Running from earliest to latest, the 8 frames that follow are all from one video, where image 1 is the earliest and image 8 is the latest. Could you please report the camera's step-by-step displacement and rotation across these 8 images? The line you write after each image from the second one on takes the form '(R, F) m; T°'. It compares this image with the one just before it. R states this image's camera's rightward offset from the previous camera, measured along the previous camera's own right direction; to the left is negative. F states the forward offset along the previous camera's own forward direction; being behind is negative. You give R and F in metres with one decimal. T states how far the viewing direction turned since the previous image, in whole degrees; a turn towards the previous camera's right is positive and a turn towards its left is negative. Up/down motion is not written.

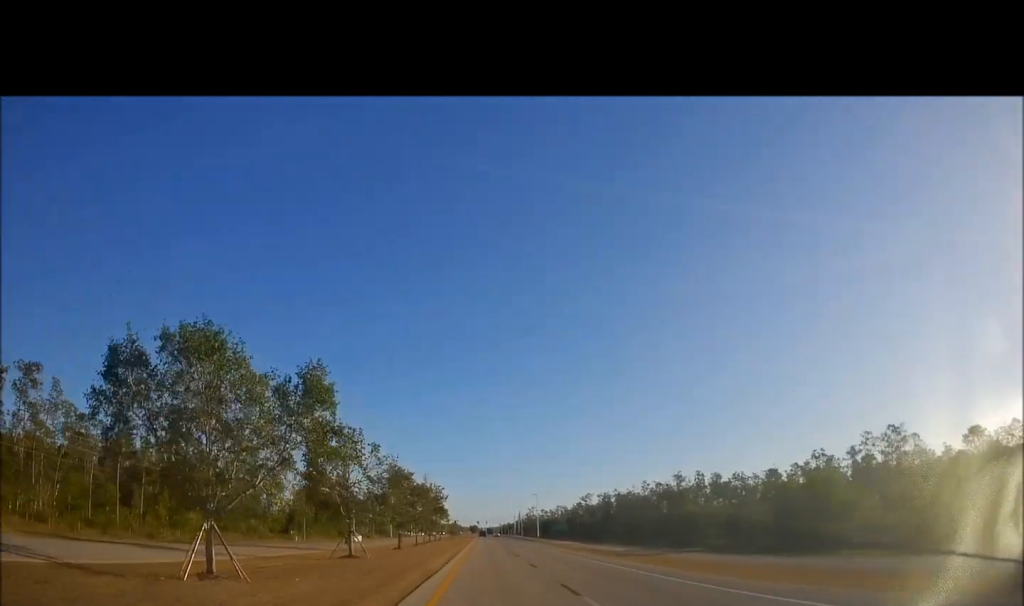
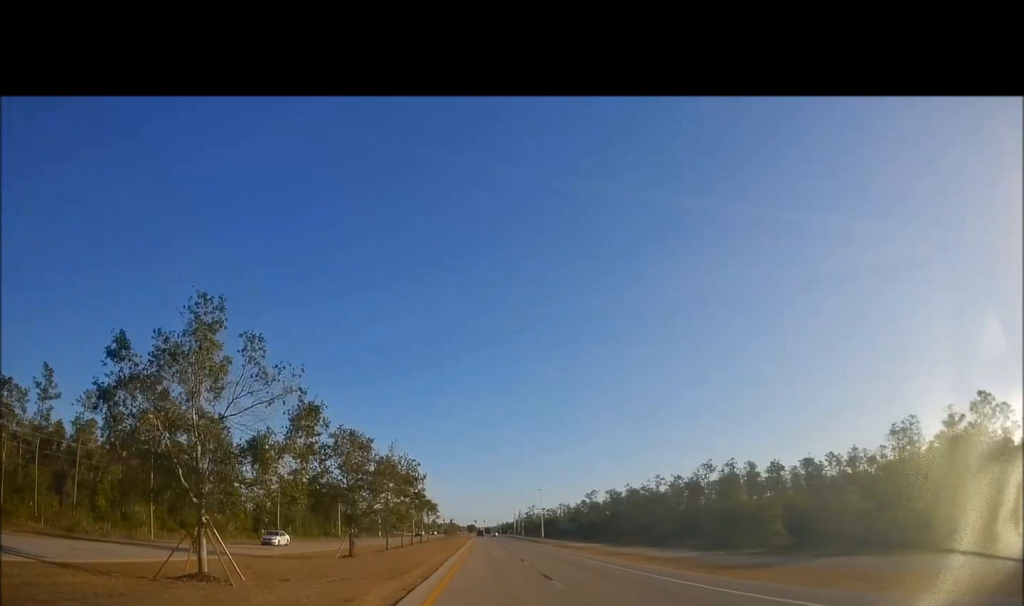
(-0.2, +19.1) m; 0°
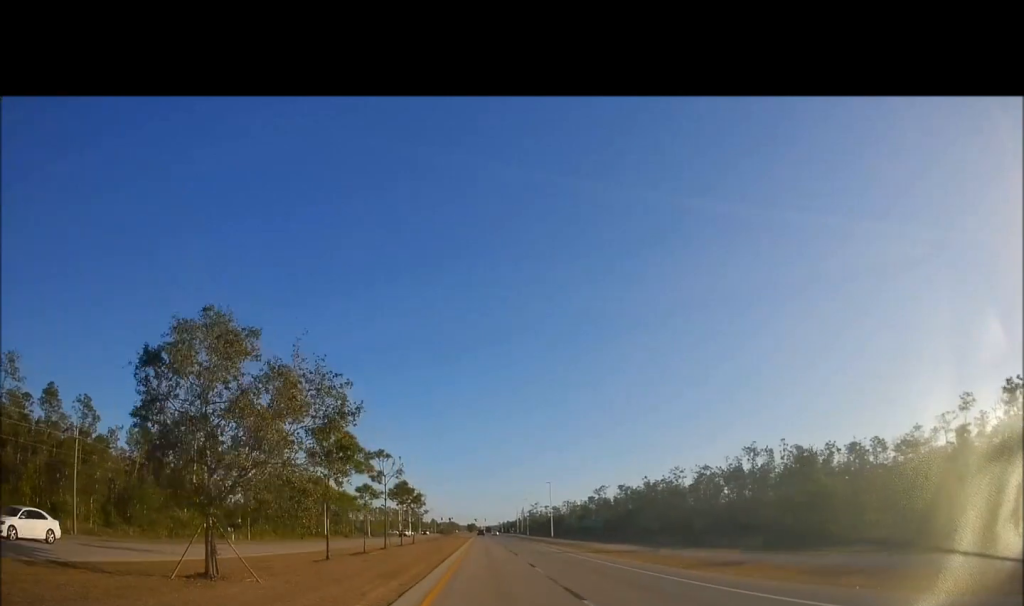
(+0.3, +19.0) m; +1°
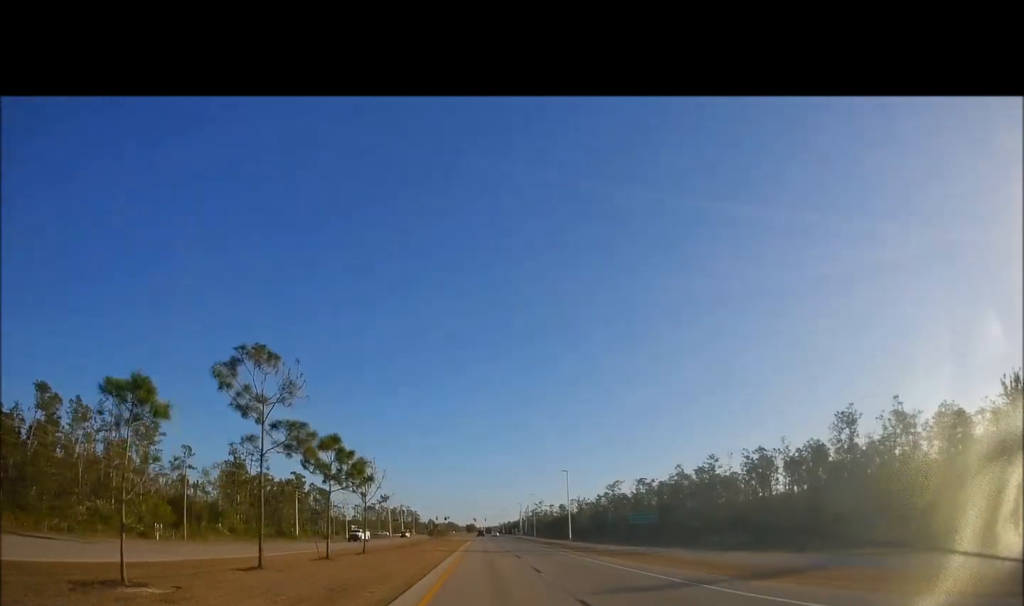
(0.0, +28.2) m; 0°
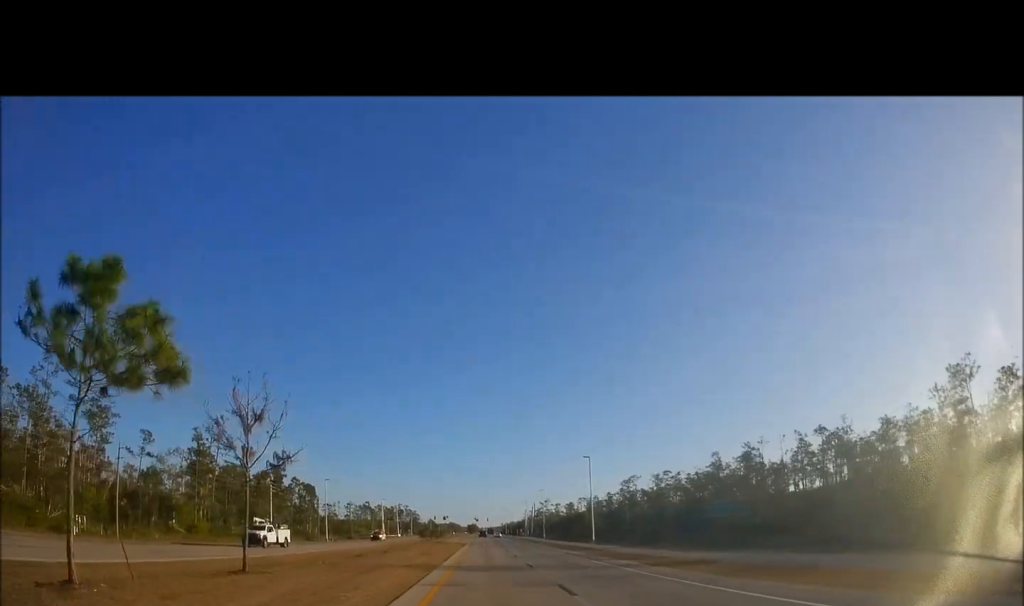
(+0.2, +20.7) m; -1°
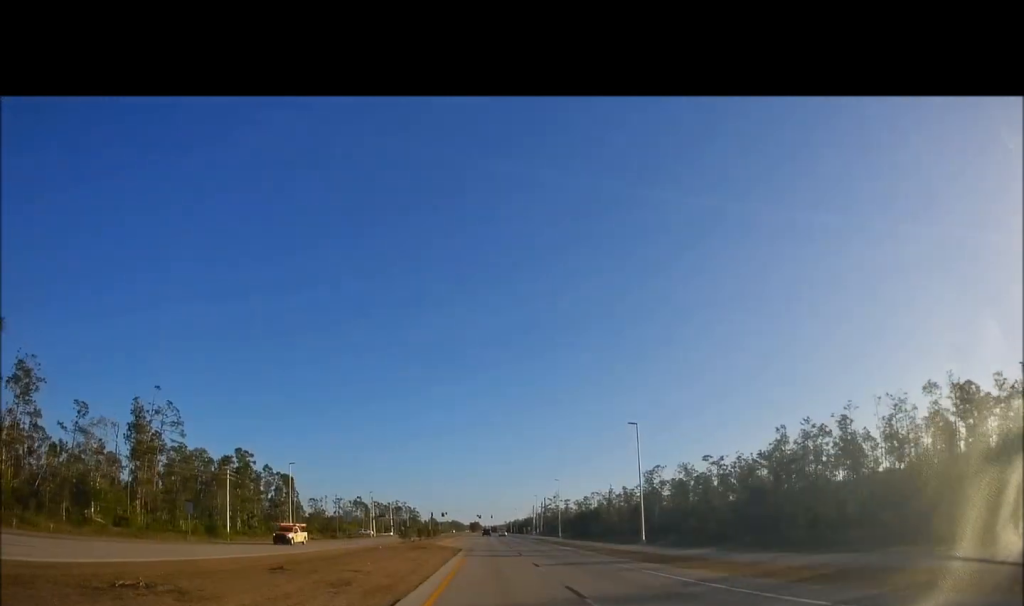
(-0.7, +25.4) m; 0°
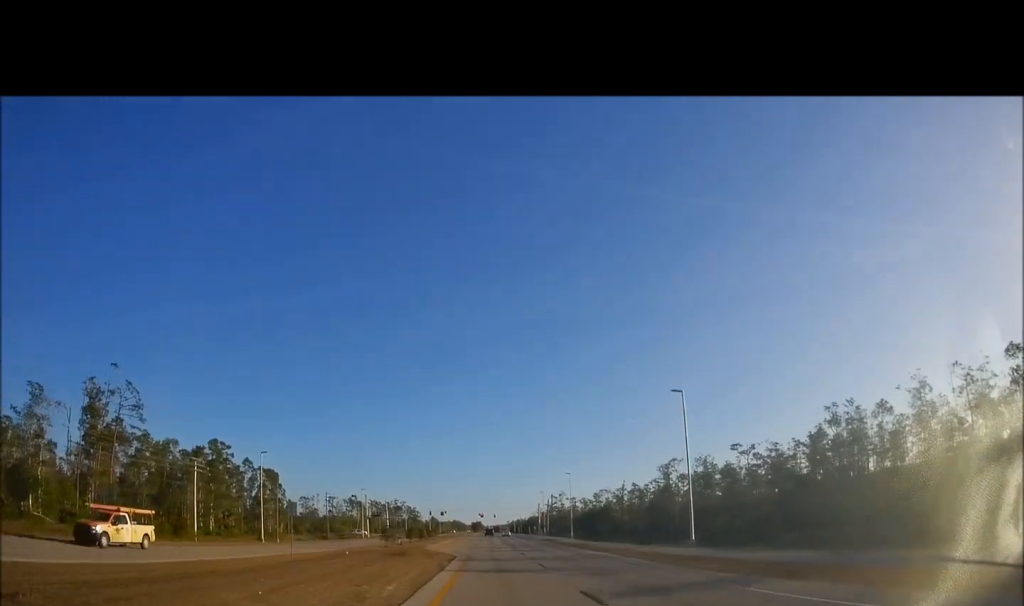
(+0.3, +14.3) m; 0°
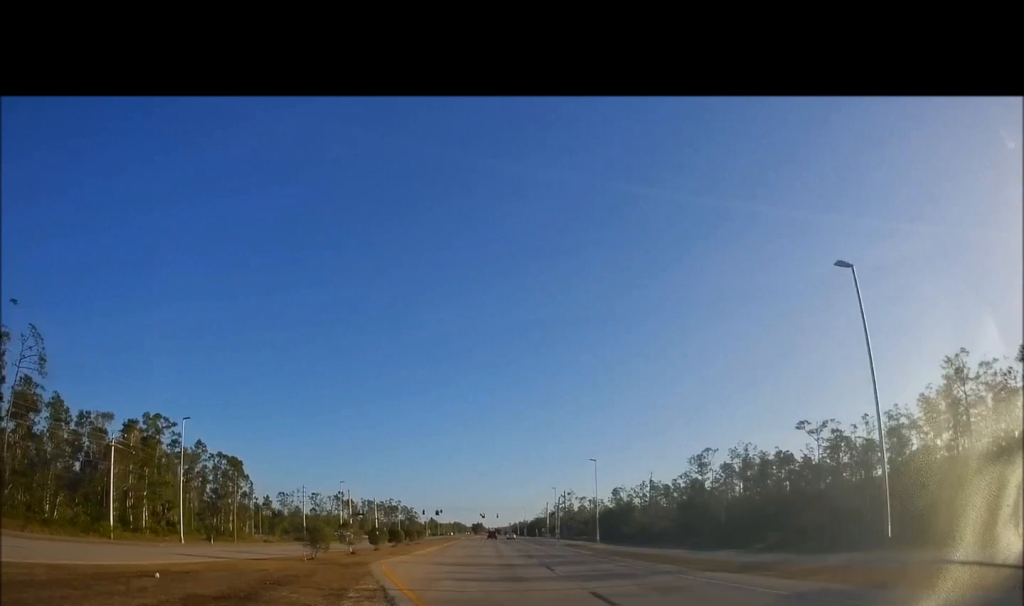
(+0.1, +25.2) m; 0°
